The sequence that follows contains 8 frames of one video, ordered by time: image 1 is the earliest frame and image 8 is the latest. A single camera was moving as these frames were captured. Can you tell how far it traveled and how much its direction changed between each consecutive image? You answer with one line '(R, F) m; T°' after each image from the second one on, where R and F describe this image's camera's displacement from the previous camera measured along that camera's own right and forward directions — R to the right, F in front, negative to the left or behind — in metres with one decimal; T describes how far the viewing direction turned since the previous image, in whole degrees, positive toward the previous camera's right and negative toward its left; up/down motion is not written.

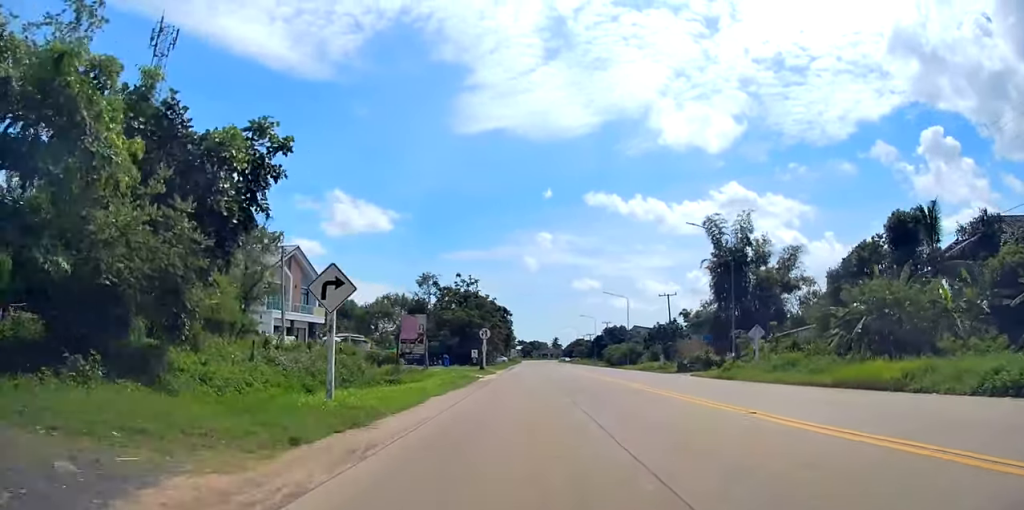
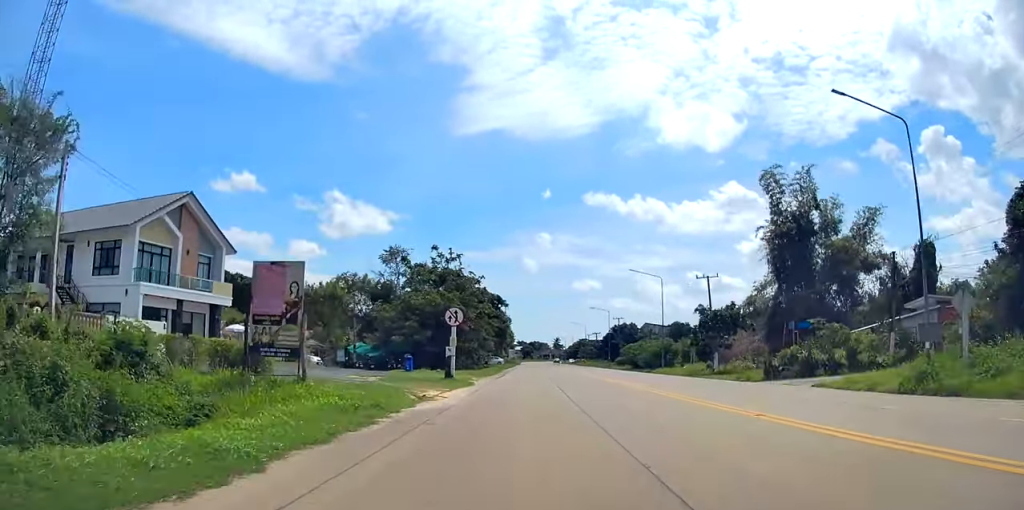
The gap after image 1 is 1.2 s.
(-0.1, +20.7) m; -1°
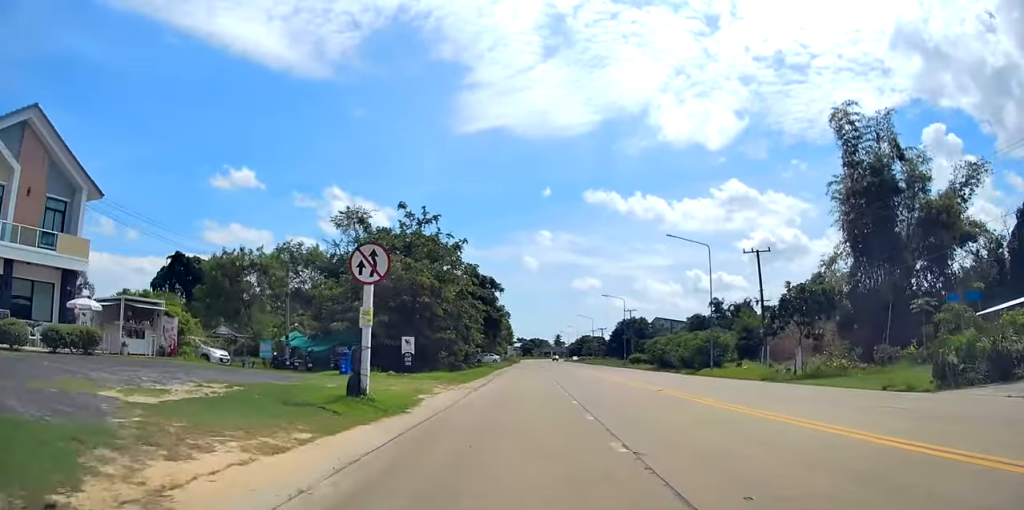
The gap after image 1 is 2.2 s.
(0.0, +16.2) m; 0°
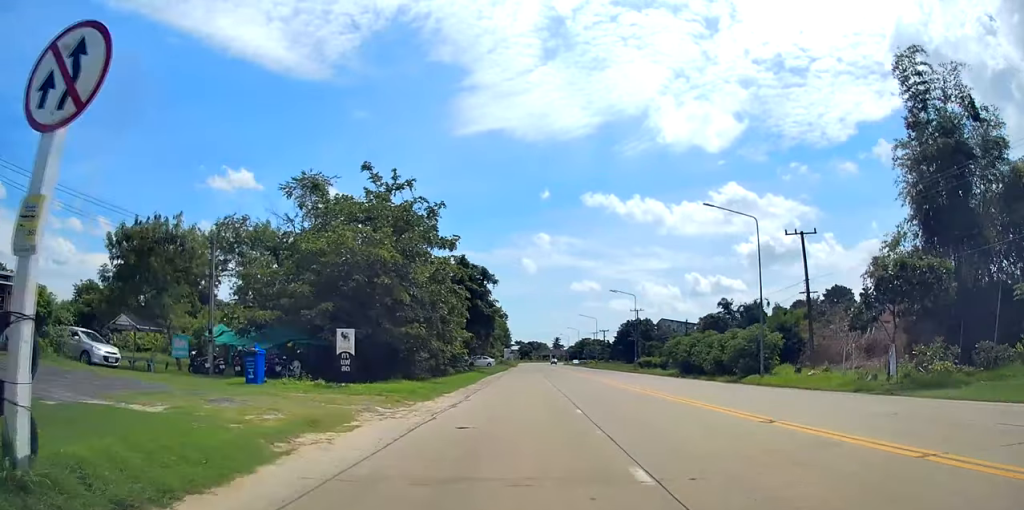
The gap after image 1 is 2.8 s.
(0.0, +9.6) m; -1°
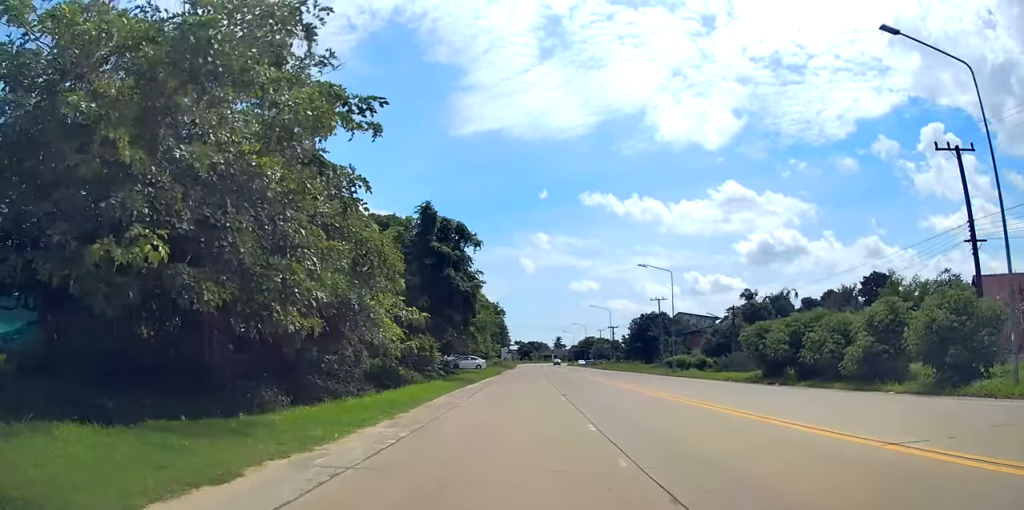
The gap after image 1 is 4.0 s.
(-0.3, +19.6) m; -1°
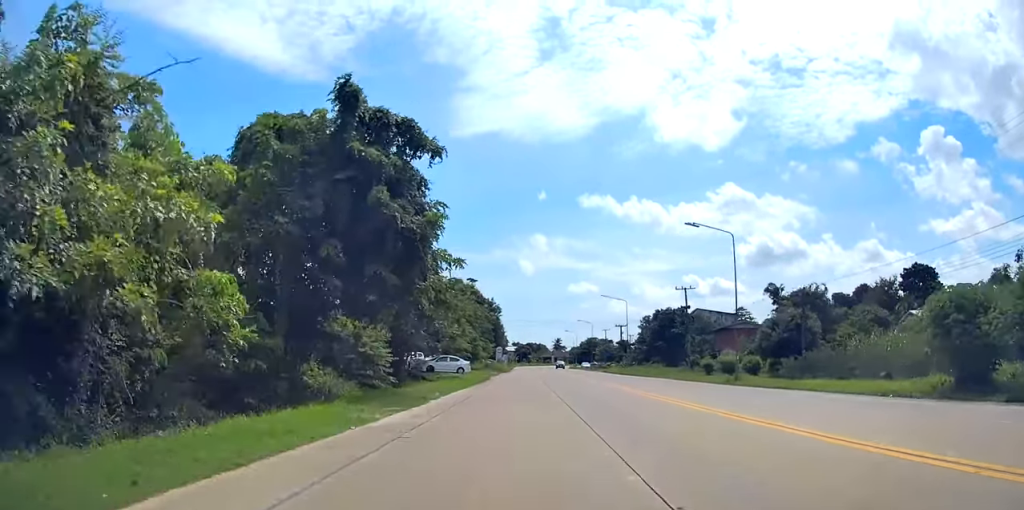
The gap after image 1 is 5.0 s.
(0.0, +17.4) m; 0°
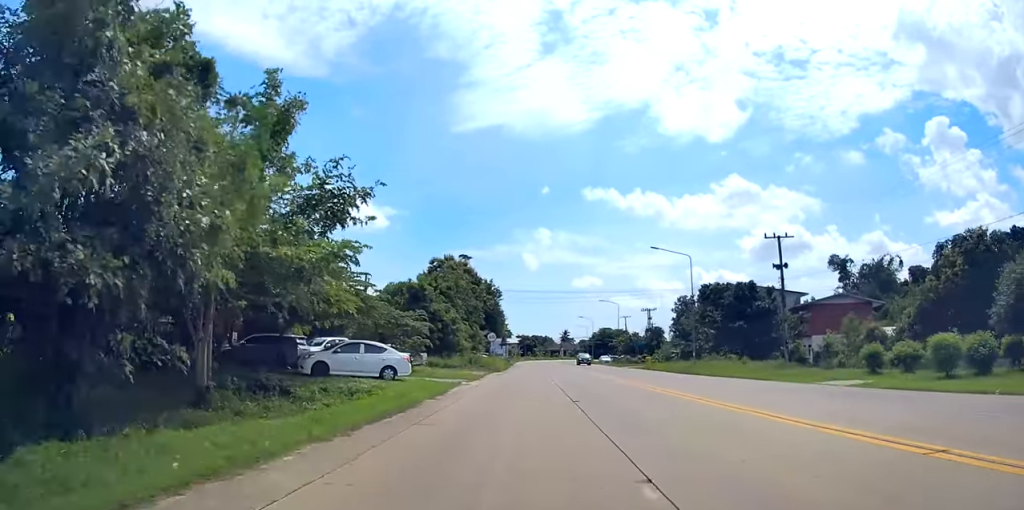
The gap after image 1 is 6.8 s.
(-0.5, +29.2) m; -1°
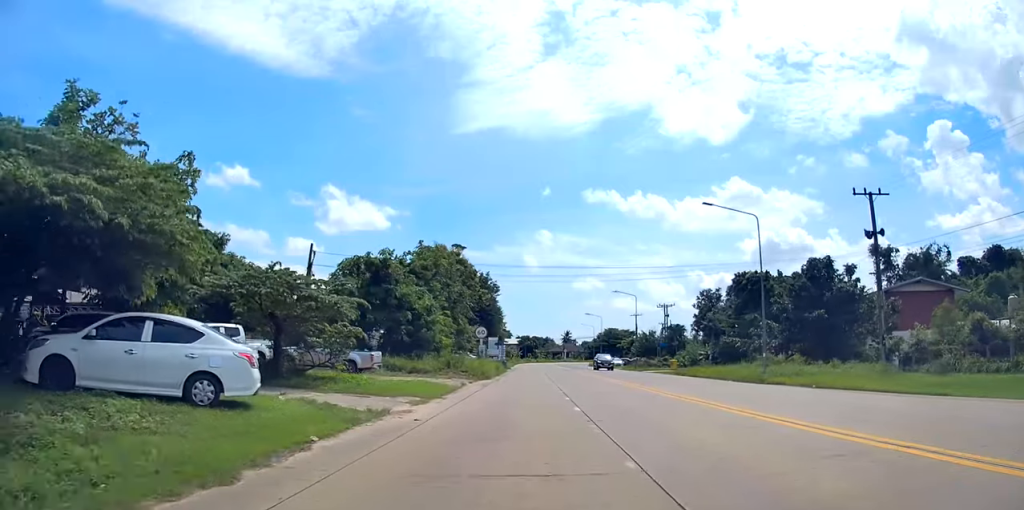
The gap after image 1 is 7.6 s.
(-0.1, +14.3) m; +1°
